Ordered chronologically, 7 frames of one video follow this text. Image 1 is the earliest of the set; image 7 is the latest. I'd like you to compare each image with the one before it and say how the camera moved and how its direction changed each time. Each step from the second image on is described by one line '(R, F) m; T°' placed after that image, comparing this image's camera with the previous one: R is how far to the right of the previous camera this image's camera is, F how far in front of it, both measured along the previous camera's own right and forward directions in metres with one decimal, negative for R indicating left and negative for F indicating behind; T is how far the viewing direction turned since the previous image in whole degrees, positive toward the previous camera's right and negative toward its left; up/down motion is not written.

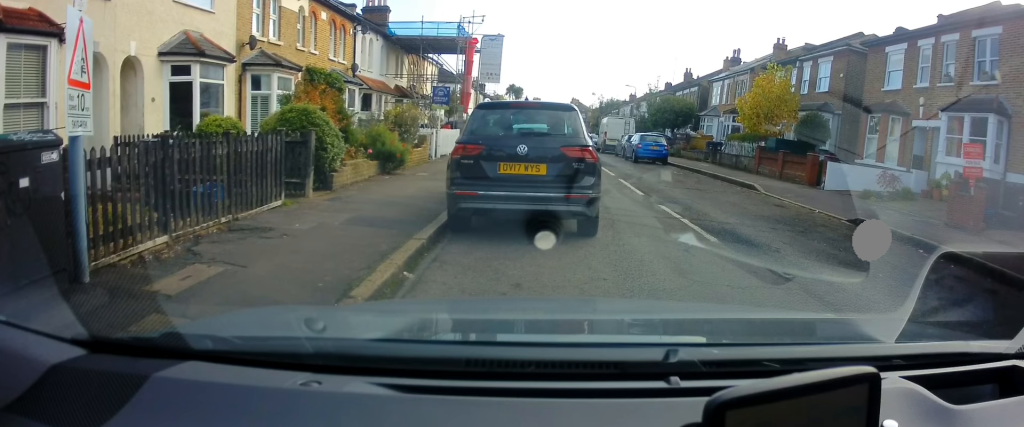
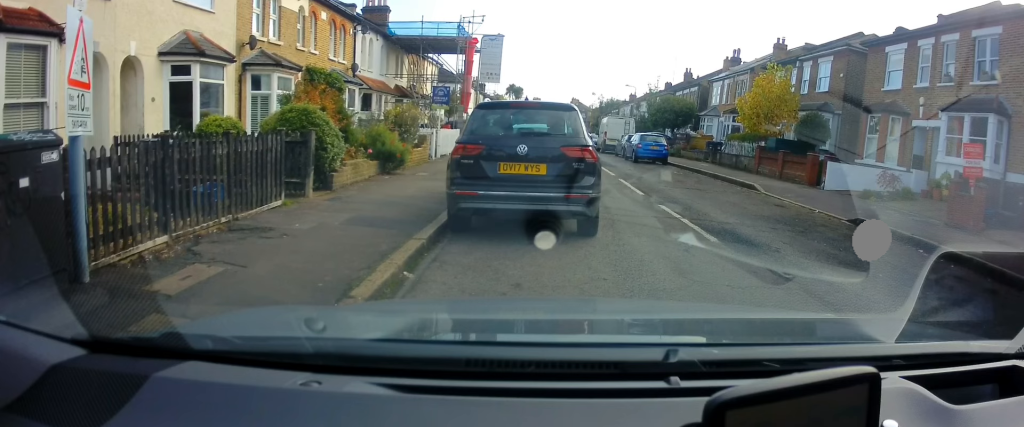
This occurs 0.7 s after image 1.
(0.0, +0.1) m; 0°
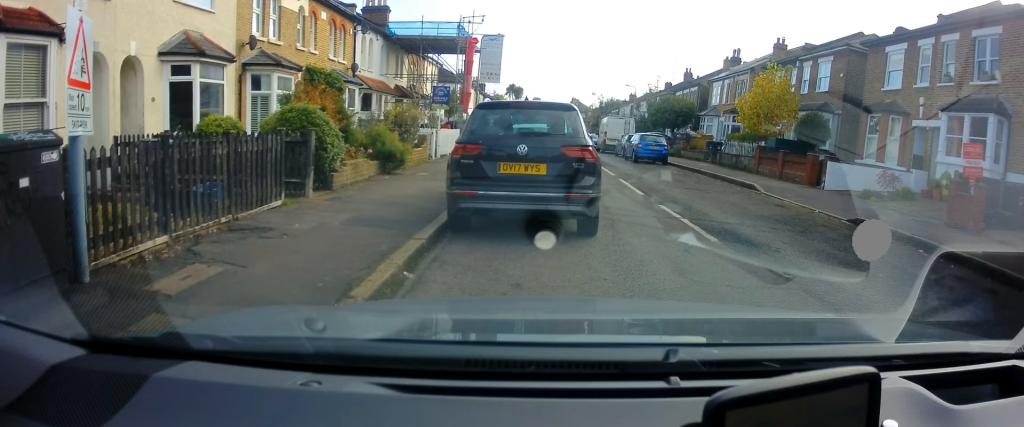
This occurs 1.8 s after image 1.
(0.0, 0.0) m; 0°
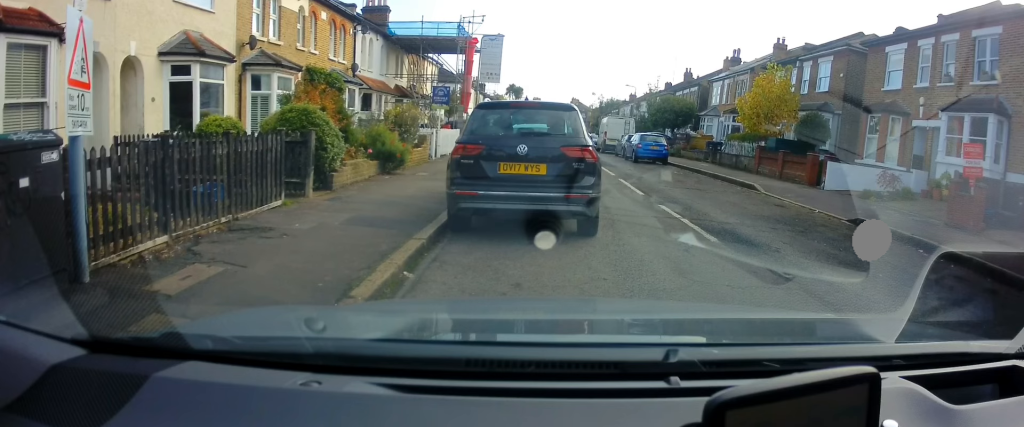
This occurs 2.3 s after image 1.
(0.0, 0.0) m; 0°
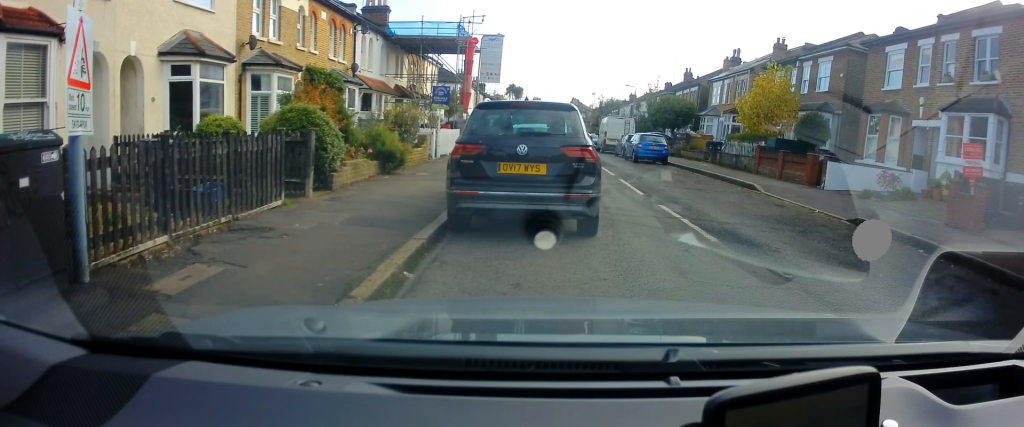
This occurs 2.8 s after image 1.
(0.0, 0.0) m; 0°
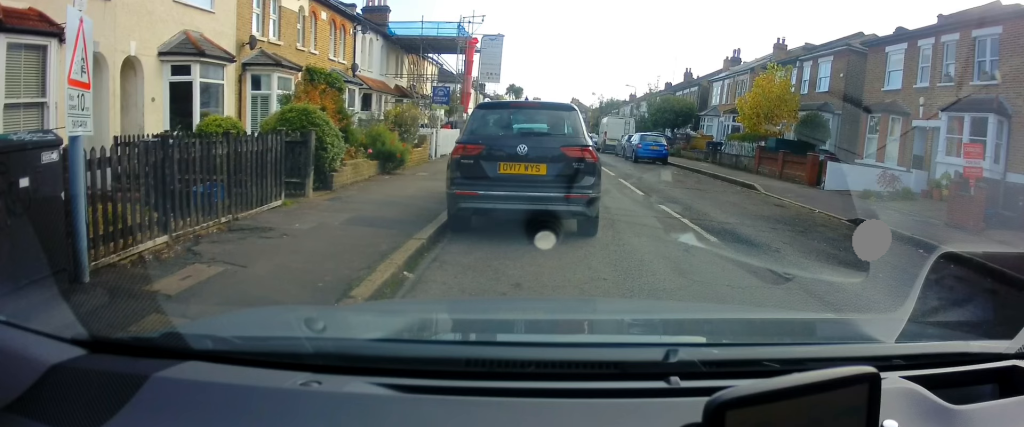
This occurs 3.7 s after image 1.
(0.0, 0.0) m; 0°
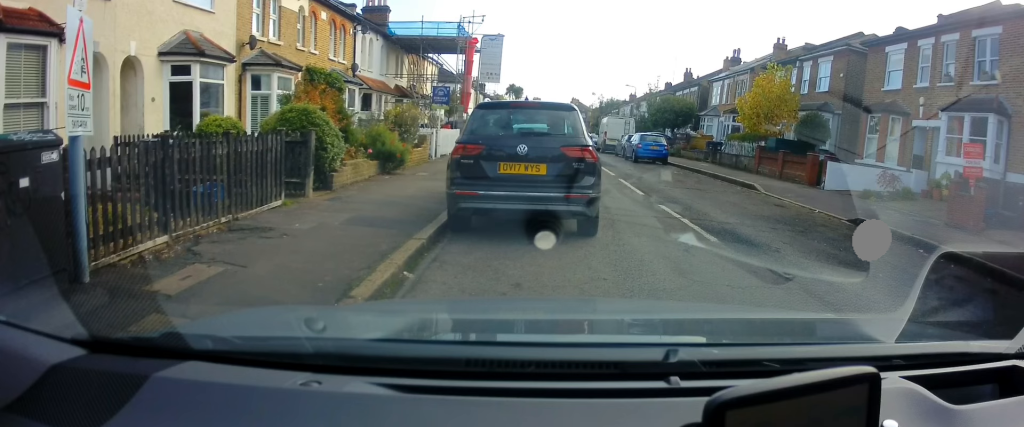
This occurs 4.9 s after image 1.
(0.0, 0.0) m; 0°
